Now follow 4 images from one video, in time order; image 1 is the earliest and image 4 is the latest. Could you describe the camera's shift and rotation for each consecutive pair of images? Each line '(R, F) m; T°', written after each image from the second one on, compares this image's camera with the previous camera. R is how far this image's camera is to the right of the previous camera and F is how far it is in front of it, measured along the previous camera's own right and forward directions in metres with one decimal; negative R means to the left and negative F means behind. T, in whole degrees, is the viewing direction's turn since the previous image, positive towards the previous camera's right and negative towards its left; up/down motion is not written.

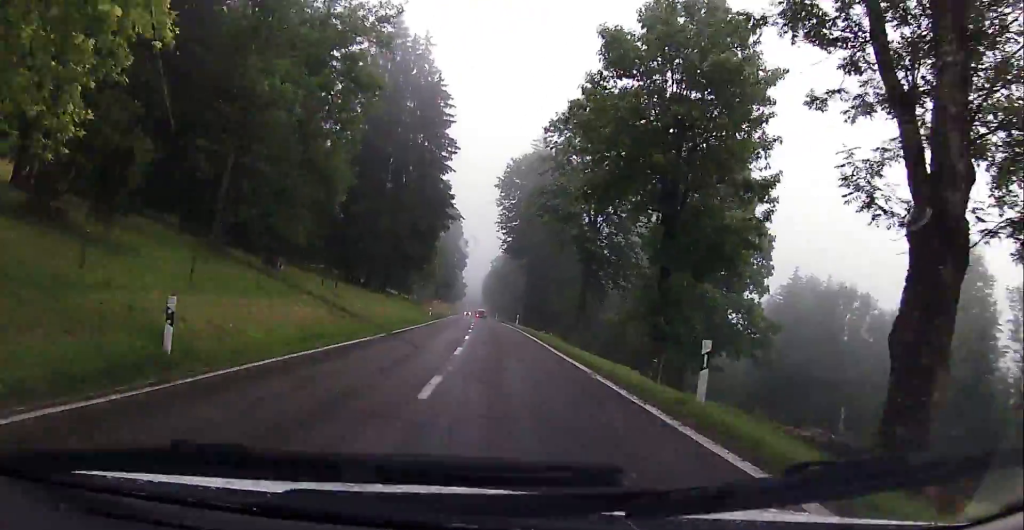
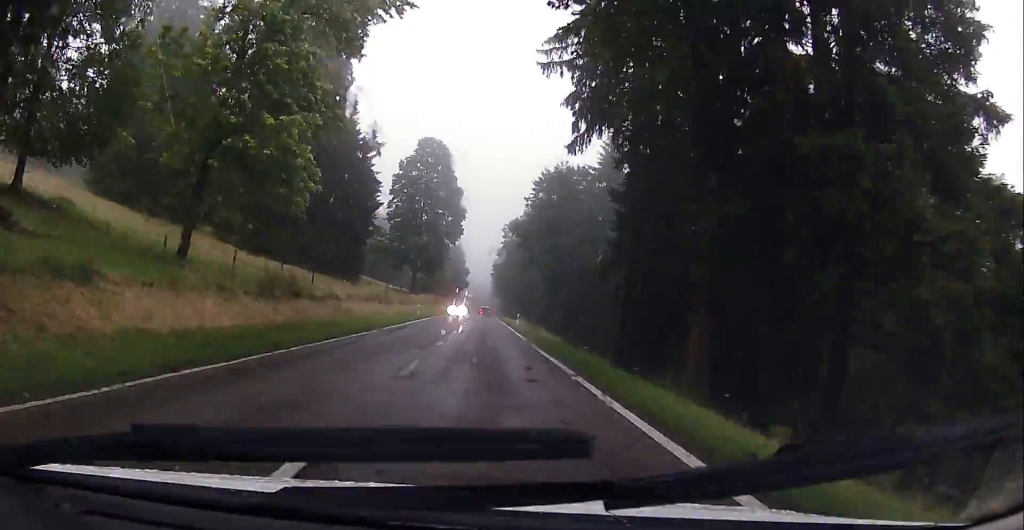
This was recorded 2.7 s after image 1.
(+0.4, +61.0) m; 0°
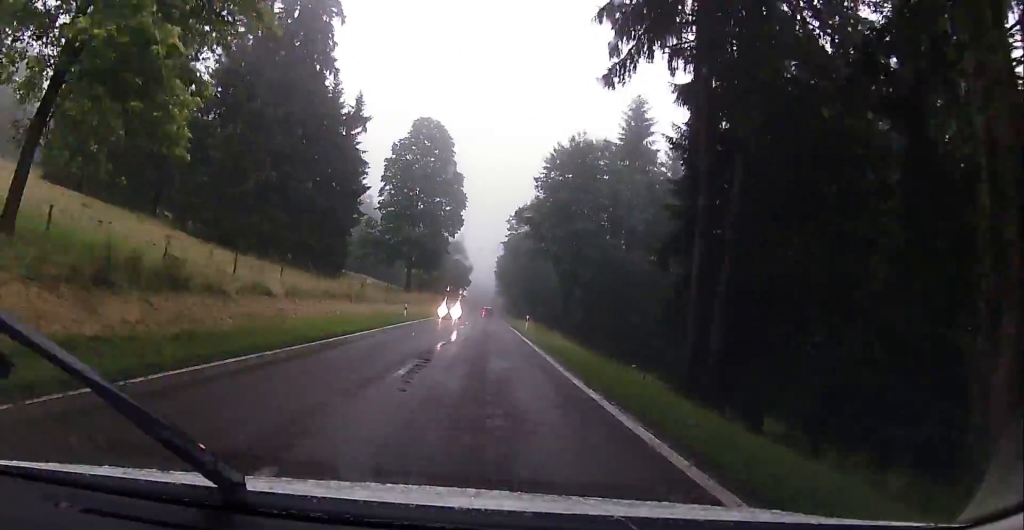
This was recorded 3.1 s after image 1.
(0.0, +9.9) m; 0°
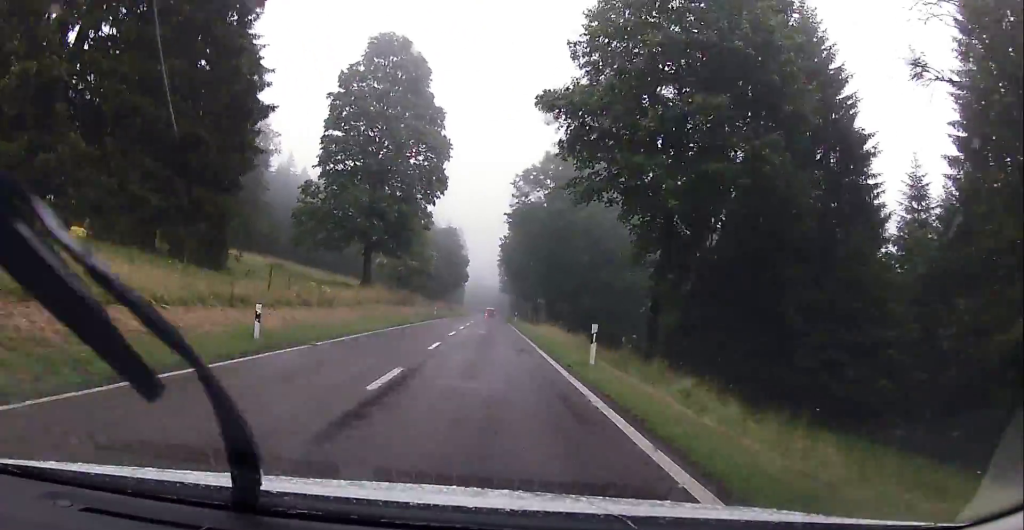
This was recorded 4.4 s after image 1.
(-0.3, +28.1) m; -1°
